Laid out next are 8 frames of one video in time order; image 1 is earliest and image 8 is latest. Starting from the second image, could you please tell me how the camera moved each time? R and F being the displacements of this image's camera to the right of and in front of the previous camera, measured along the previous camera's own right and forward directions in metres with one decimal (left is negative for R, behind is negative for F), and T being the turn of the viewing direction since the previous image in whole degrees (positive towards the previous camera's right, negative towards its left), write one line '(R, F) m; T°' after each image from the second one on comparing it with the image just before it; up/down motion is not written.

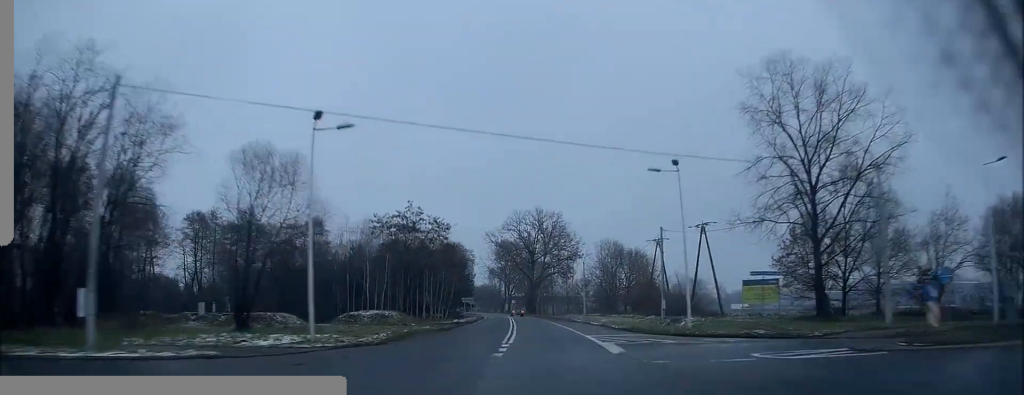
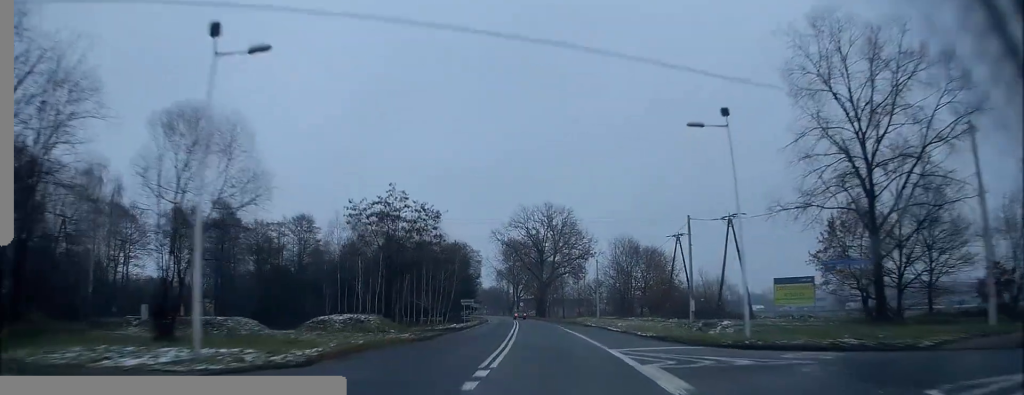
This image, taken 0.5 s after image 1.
(0.0, +8.2) m; 0°
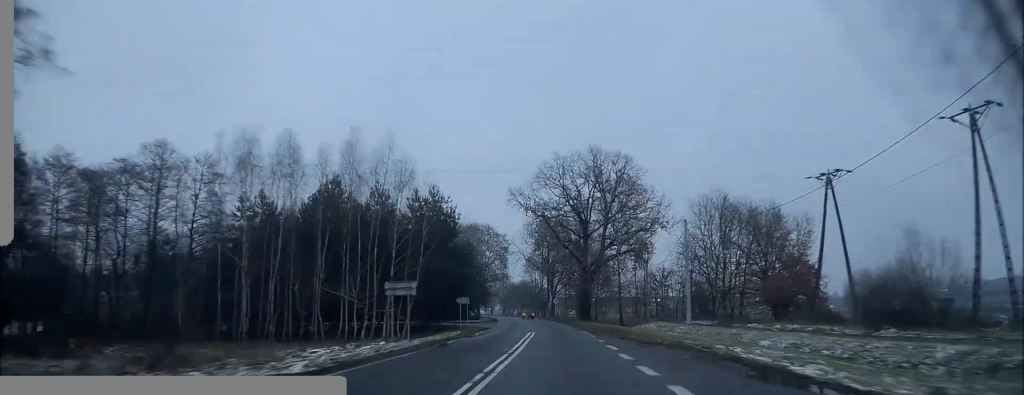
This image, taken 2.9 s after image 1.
(-1.1, +39.1) m; -4°
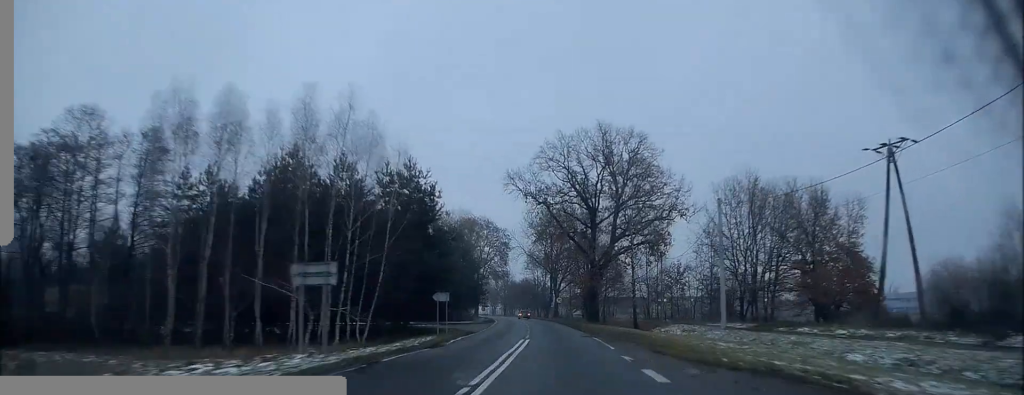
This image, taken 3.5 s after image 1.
(0.0, +9.4) m; 0°
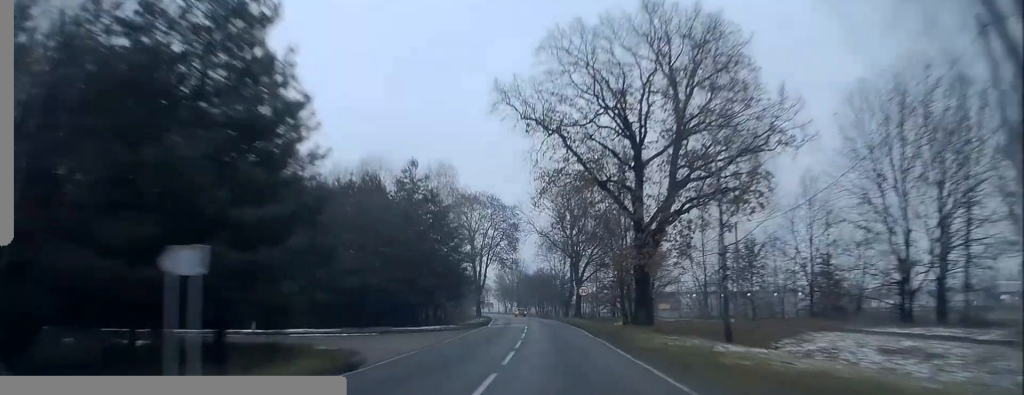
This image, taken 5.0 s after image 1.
(-0.3, +25.7) m; -2°
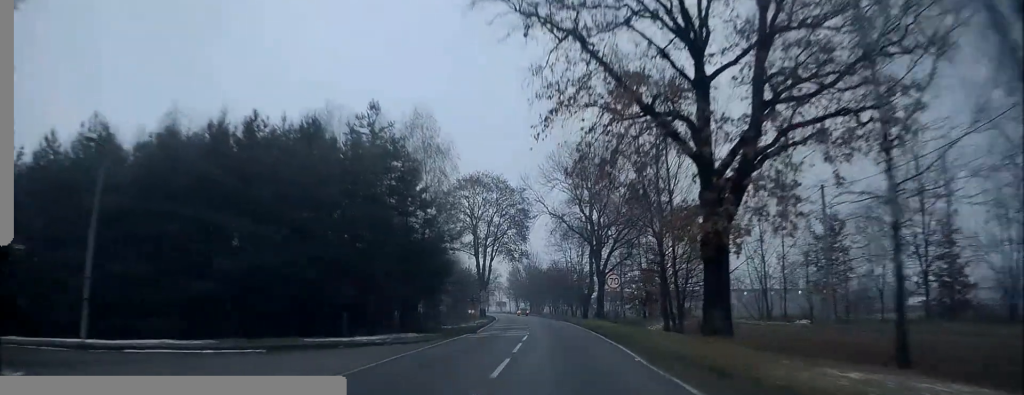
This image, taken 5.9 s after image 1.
(-0.4, +15.2) m; -2°
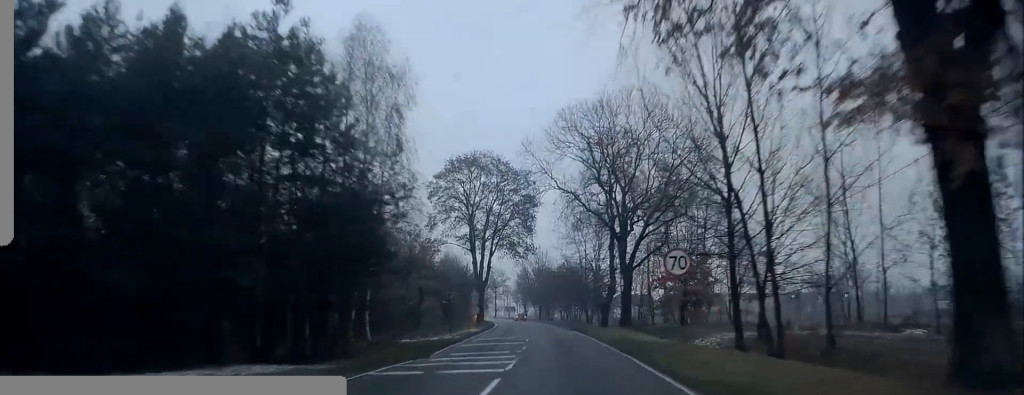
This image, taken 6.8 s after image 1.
(-0.1, +15.3) m; 0°
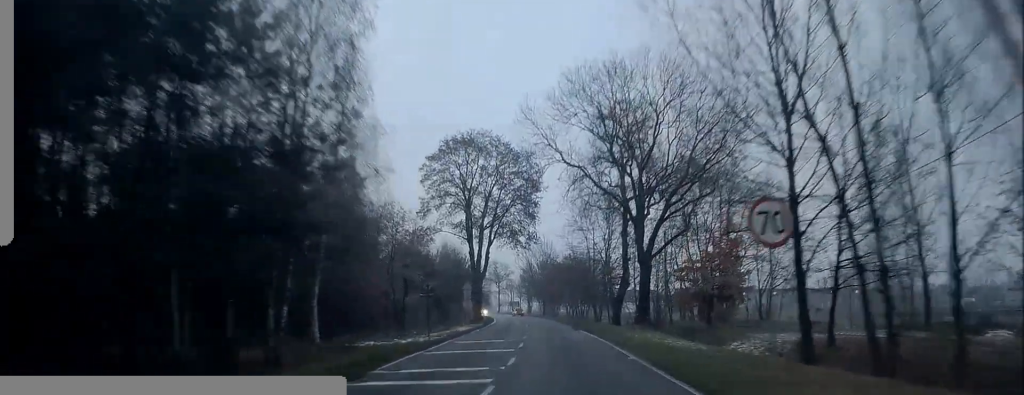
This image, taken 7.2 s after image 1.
(0.0, +7.4) m; 0°
